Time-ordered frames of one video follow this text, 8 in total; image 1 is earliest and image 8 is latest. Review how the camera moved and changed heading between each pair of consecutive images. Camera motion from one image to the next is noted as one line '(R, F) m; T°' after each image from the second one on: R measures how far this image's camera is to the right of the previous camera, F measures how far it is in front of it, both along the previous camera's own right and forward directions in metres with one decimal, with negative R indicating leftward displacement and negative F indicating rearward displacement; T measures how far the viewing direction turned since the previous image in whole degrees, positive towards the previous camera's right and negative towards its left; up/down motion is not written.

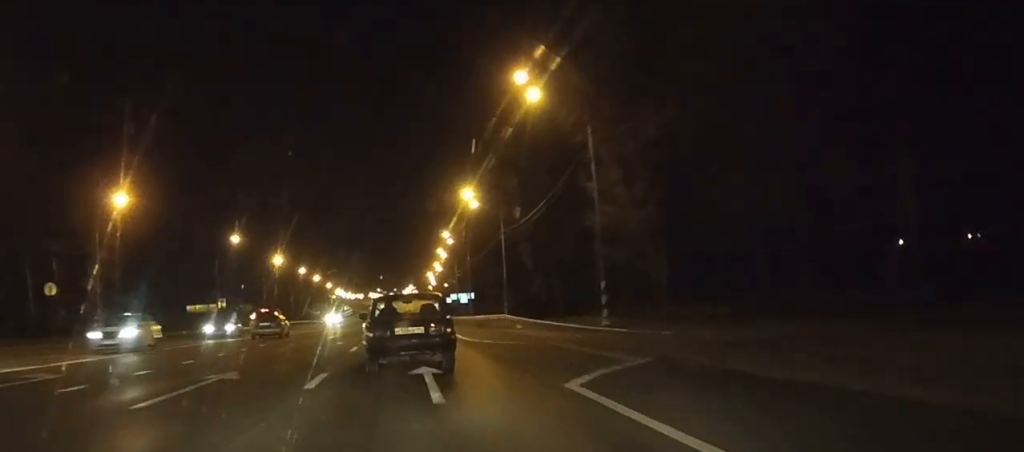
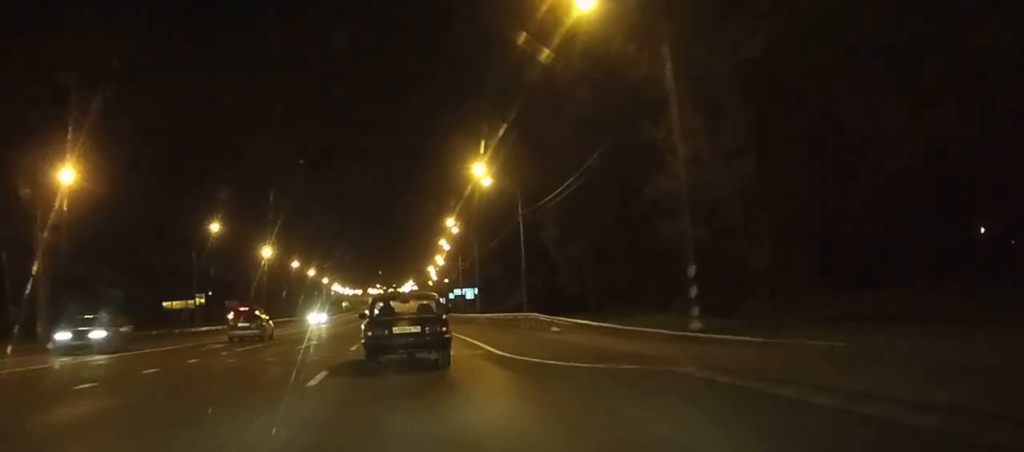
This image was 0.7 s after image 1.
(0.0, +11.3) m; 0°
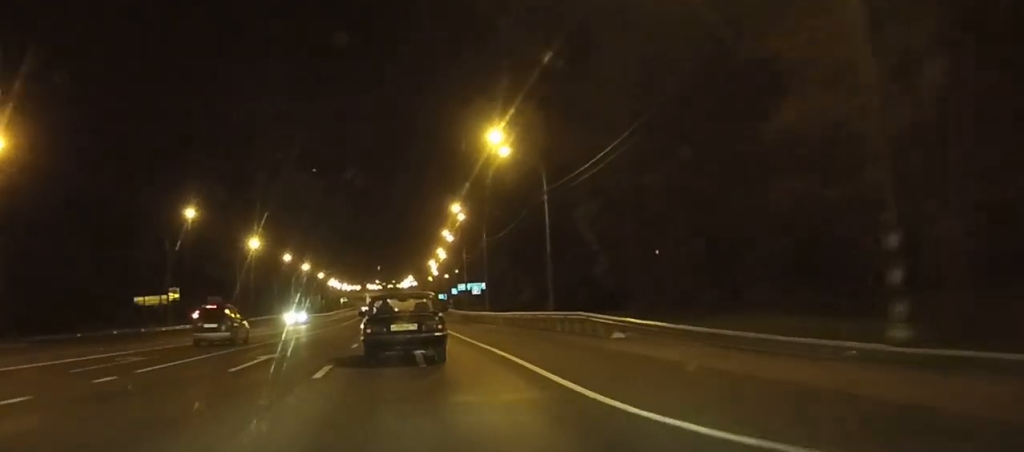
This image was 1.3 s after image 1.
(-0.1, +10.9) m; 0°
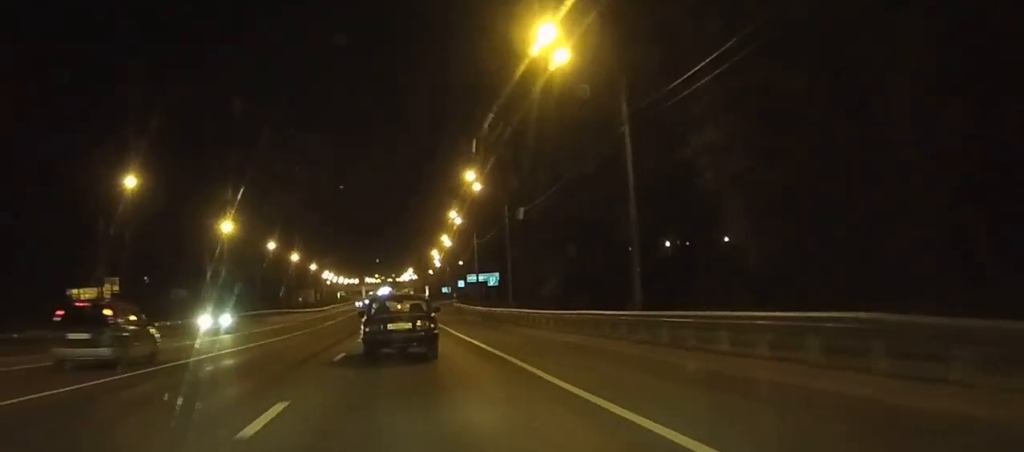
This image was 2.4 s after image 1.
(0.0, +18.7) m; 0°
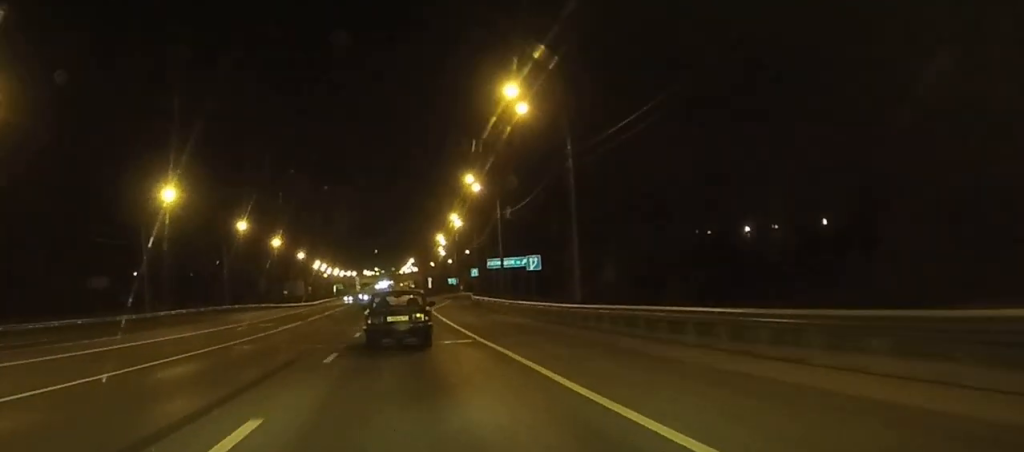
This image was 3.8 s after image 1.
(+0.1, +25.8) m; 0°
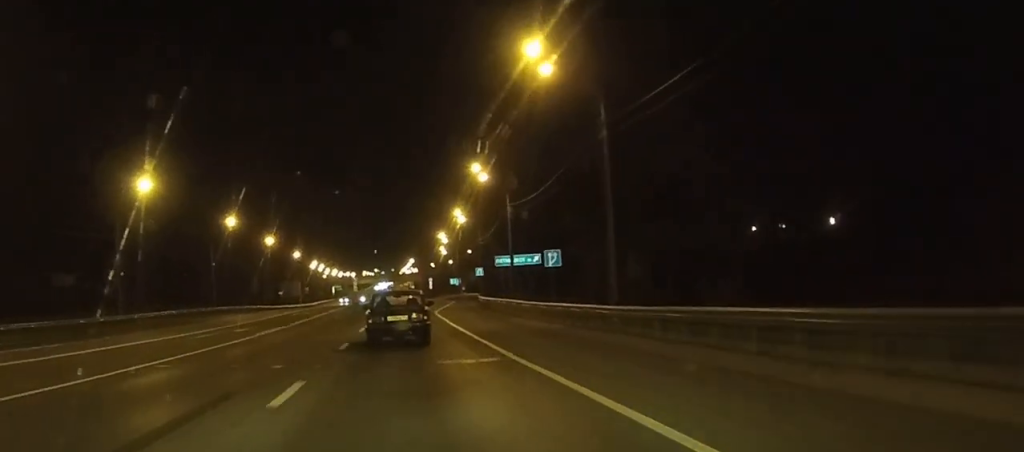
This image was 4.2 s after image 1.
(0.0, +7.4) m; 0°
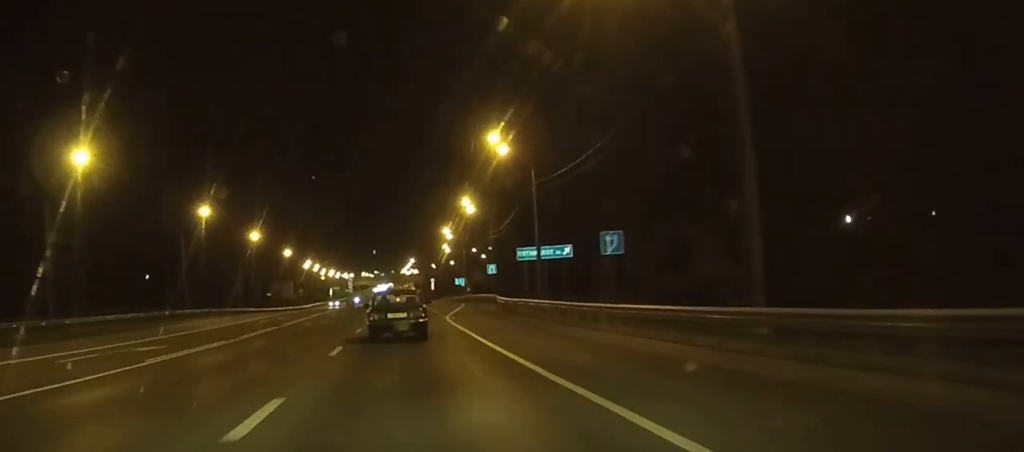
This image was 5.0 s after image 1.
(0.0, +14.3) m; 0°
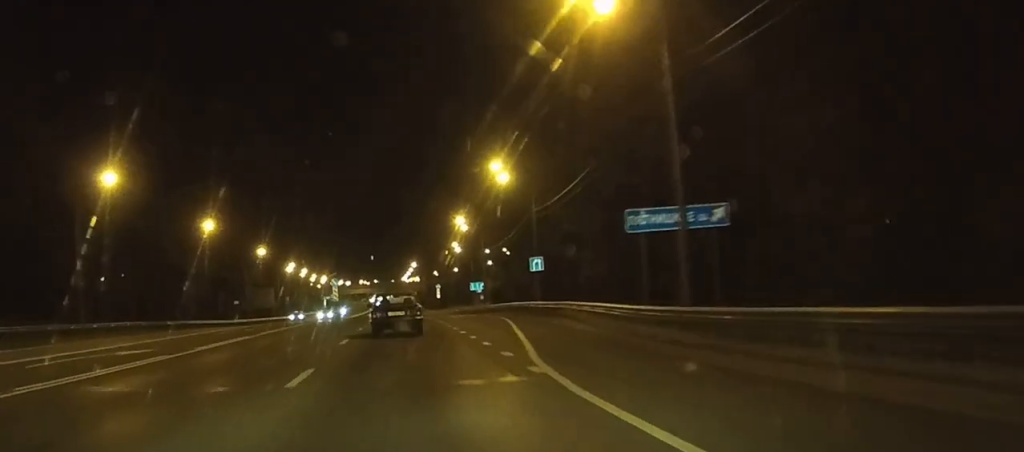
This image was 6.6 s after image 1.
(+0.1, +30.7) m; 0°
